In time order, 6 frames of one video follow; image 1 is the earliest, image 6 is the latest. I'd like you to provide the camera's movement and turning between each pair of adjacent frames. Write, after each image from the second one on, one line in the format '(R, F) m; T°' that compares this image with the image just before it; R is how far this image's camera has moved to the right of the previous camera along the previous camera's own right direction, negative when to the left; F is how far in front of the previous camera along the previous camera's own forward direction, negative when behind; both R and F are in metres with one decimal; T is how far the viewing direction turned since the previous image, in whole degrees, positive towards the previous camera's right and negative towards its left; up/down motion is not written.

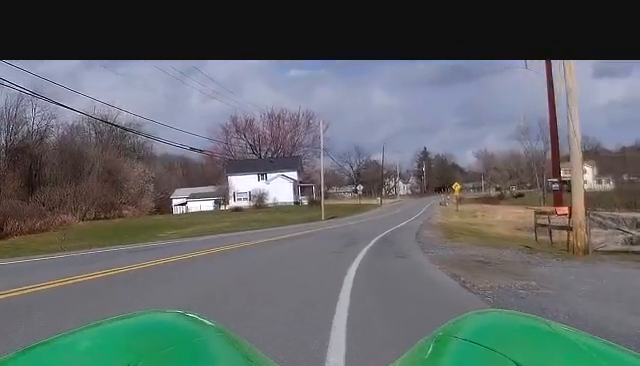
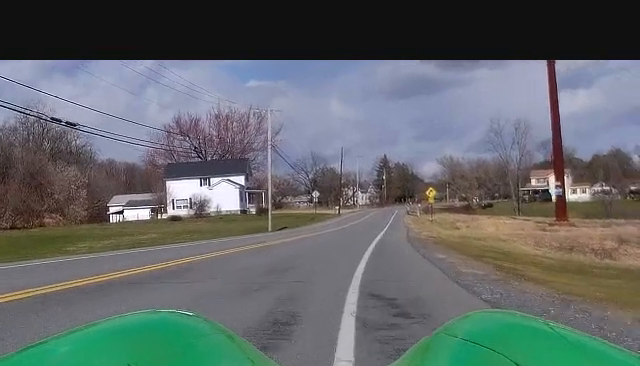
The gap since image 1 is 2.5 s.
(+1.6, +16.0) m; +10°
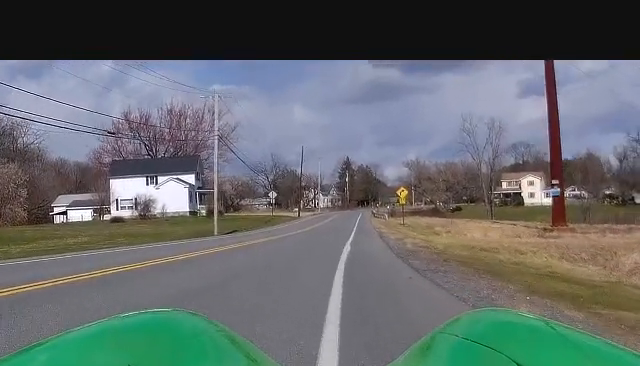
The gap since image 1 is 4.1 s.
(+0.1, +10.7) m; 0°
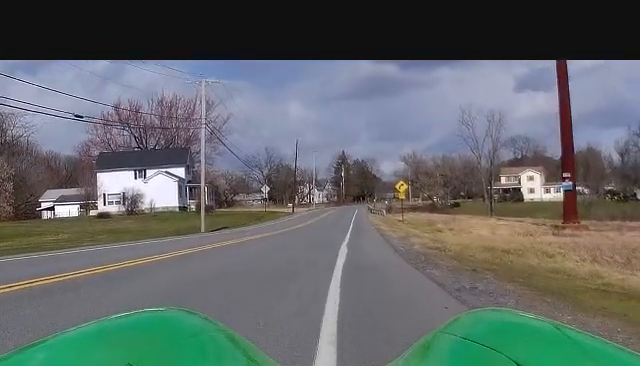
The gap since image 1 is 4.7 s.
(+0.2, +4.1) m; -1°
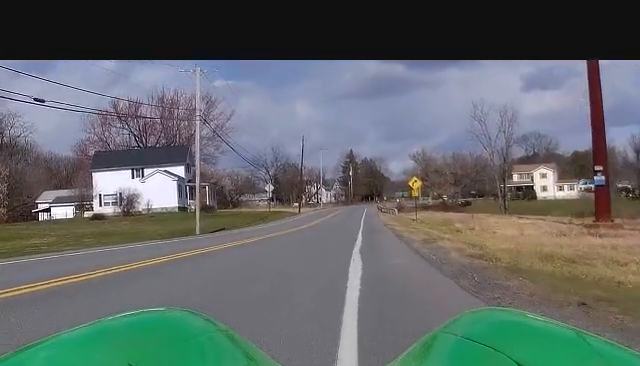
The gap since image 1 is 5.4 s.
(-0.2, +5.2) m; 0°
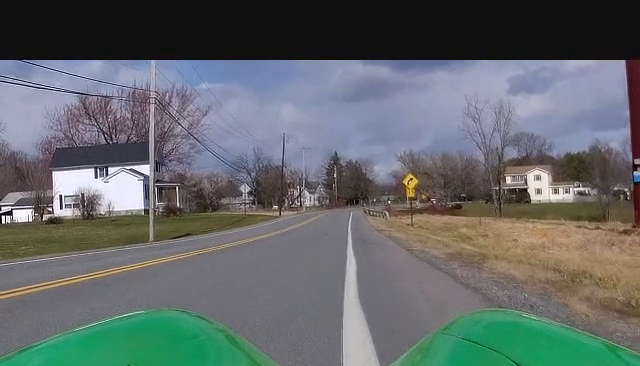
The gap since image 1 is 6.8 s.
(+0.2, +9.5) m; -1°
